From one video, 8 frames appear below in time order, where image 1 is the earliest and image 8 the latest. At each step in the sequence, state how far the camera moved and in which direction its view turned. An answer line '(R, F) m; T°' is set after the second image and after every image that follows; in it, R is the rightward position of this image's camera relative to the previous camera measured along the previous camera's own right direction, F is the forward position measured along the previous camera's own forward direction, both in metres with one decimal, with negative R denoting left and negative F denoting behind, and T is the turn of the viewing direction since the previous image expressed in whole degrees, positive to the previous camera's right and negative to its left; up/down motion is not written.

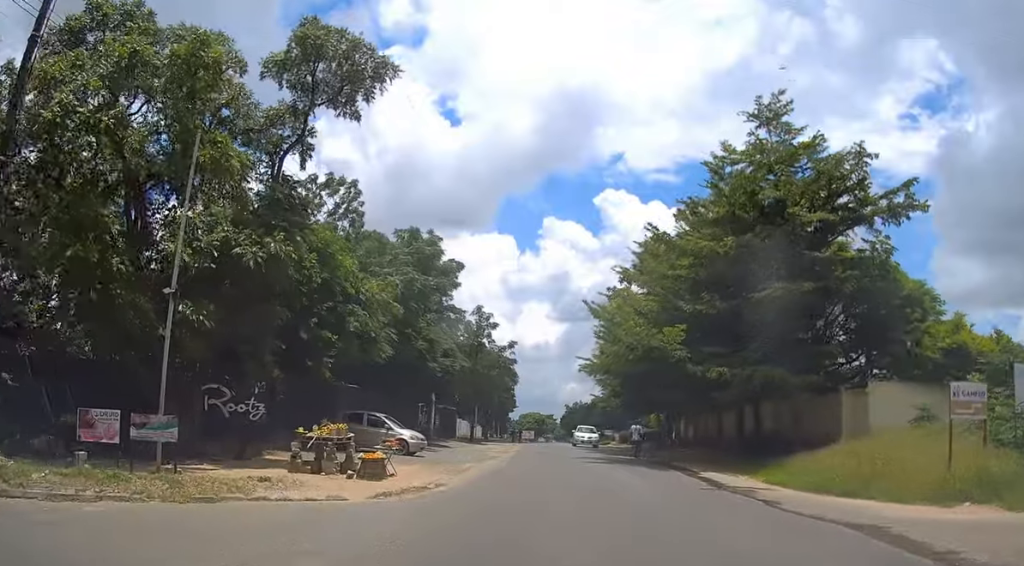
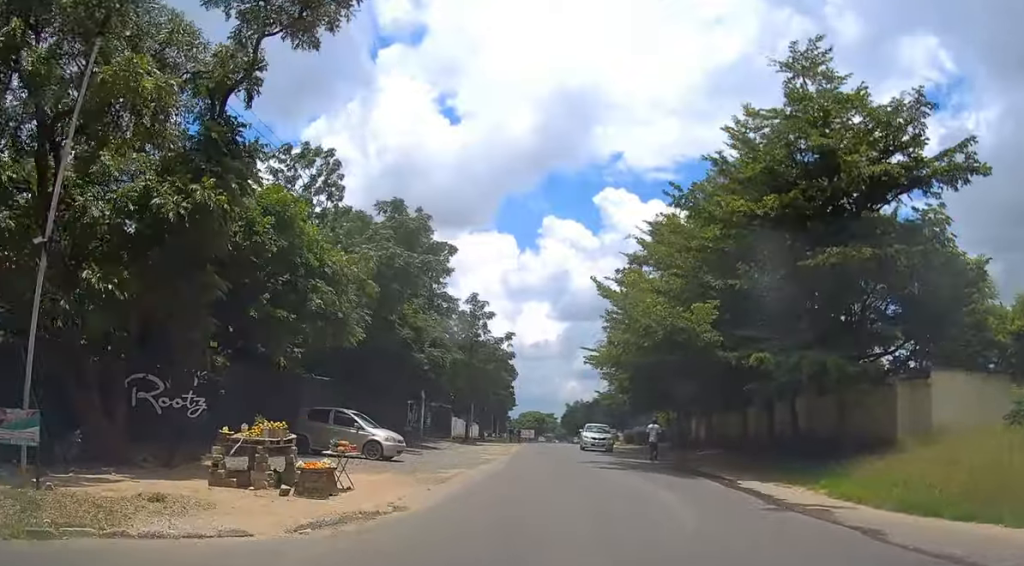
(0.0, +4.4) m; 0°
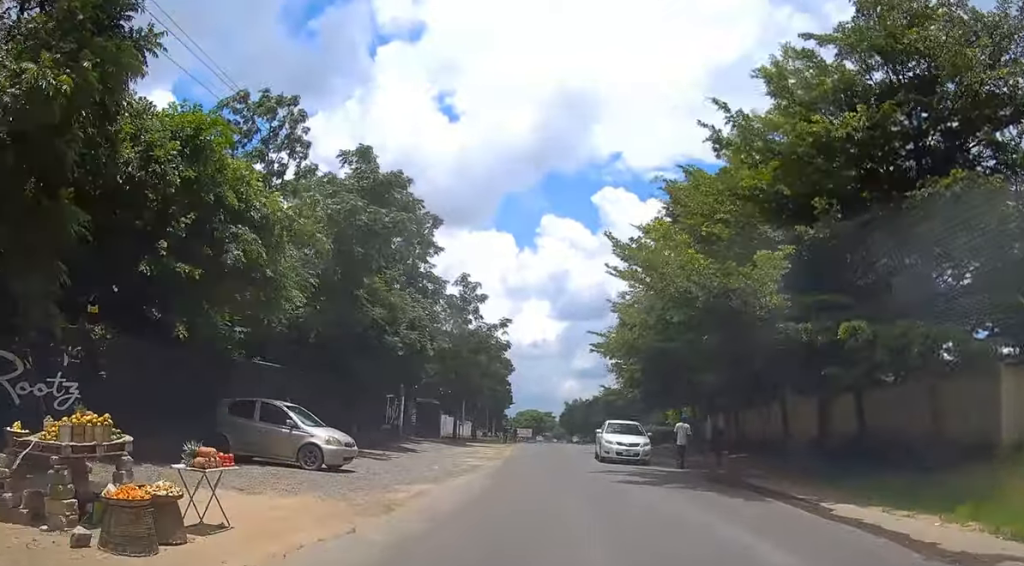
(0.0, +5.9) m; 0°
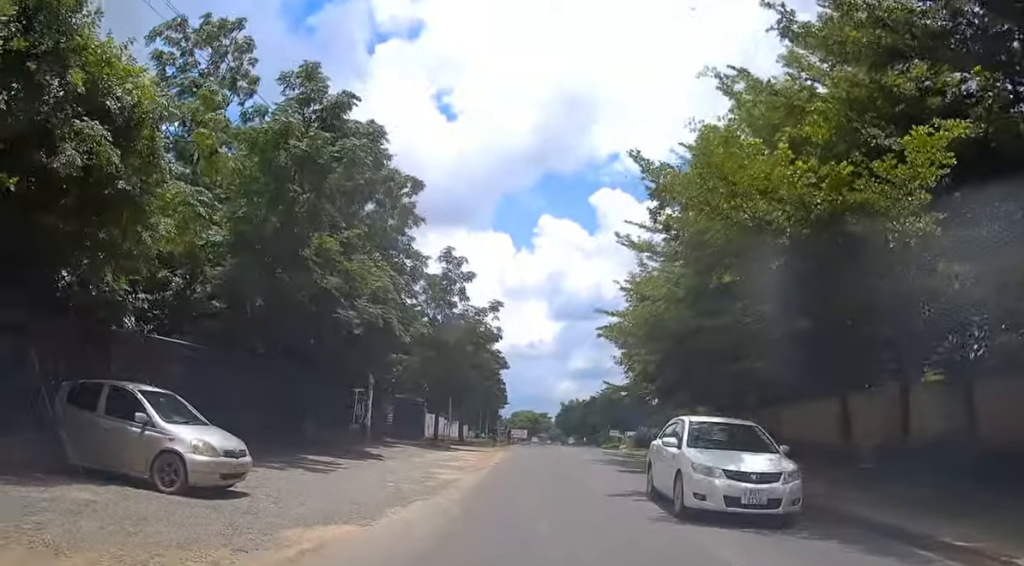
(0.0, +6.2) m; 0°
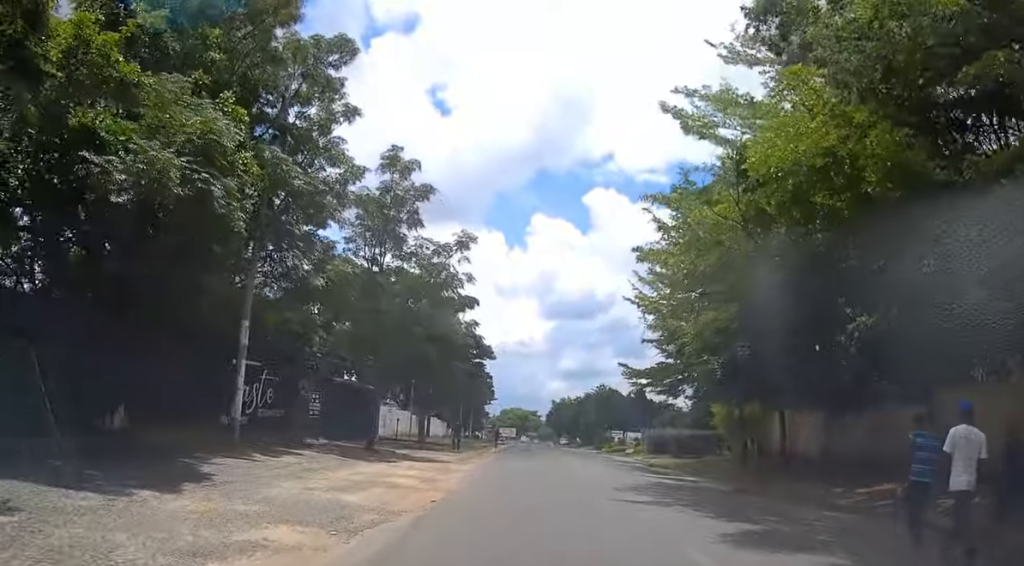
(-0.1, +12.7) m; +1°
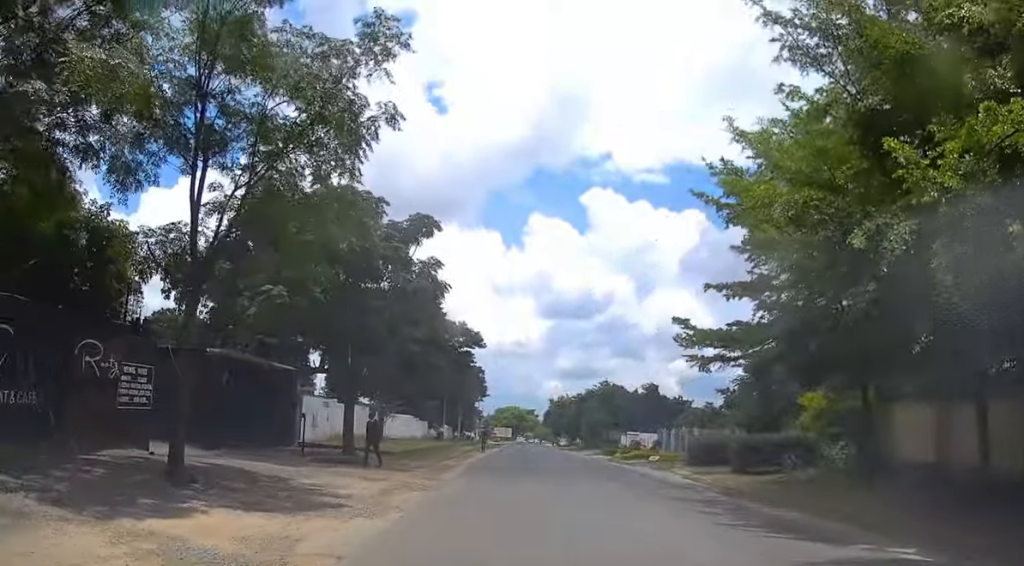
(+0.4, +13.3) m; +2°
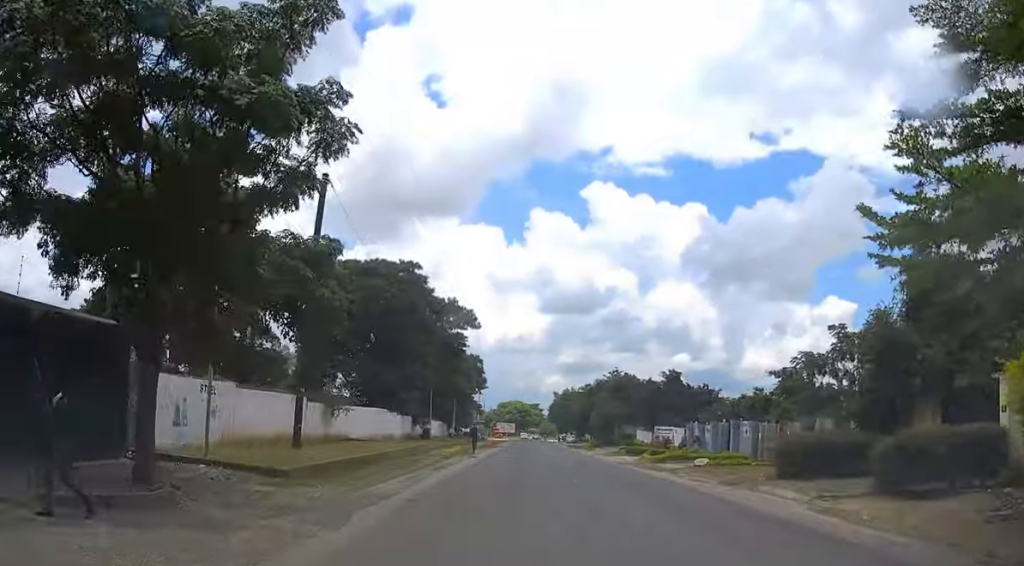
(-0.2, +12.2) m; -3°
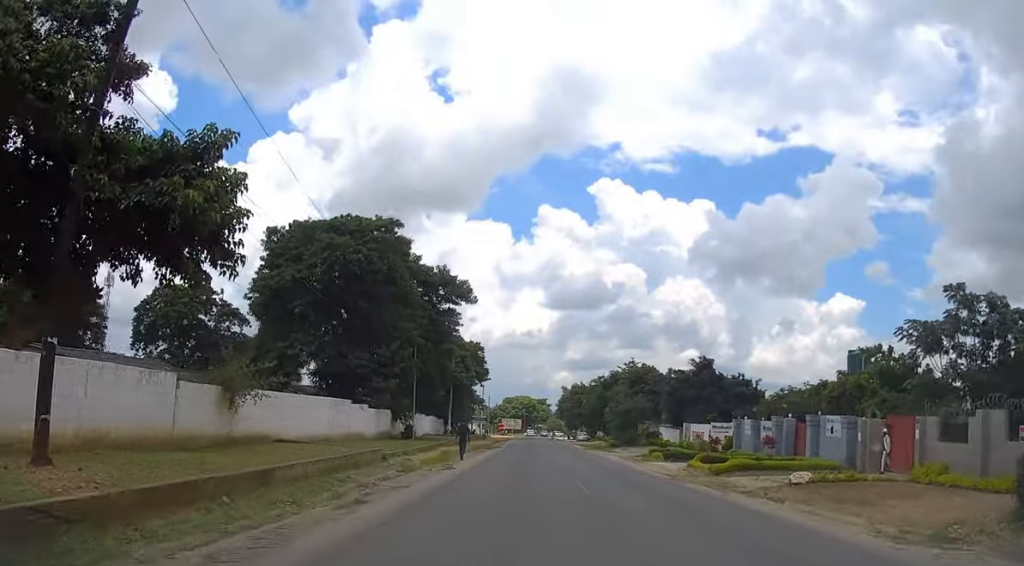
(-0.3, +11.9) m; -1°
